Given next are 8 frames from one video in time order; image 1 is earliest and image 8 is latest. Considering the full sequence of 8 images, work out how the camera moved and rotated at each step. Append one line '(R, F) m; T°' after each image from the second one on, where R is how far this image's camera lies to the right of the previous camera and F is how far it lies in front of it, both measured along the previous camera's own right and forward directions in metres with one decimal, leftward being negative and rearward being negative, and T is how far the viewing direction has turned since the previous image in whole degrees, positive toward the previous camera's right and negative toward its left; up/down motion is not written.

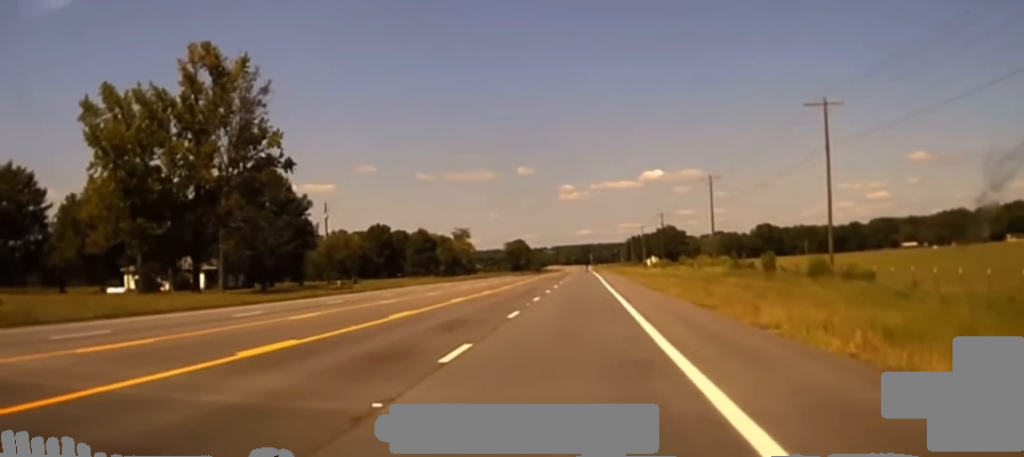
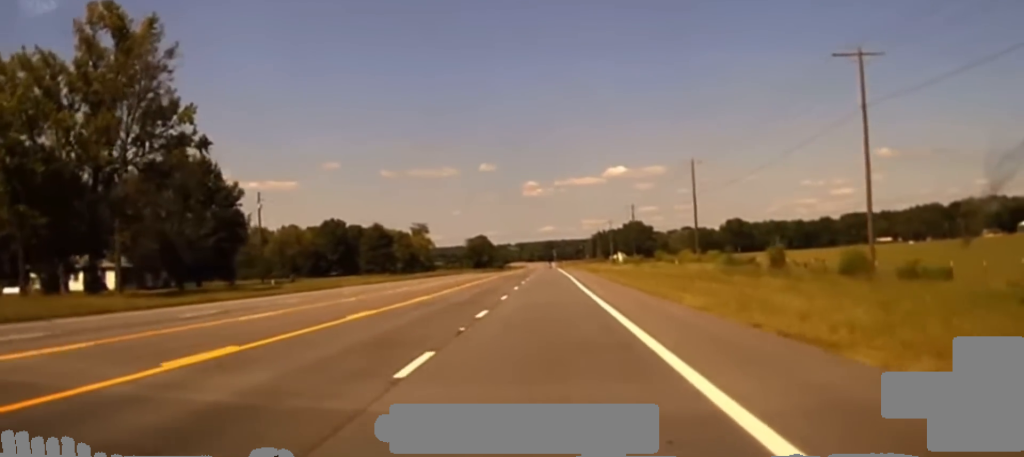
(+0.7, +14.6) m; +2°
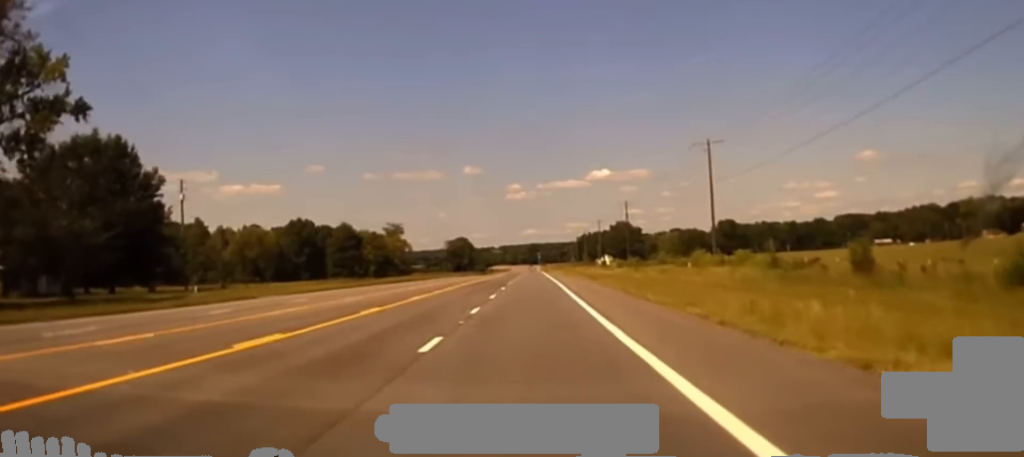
(-0.1, +18.0) m; 0°
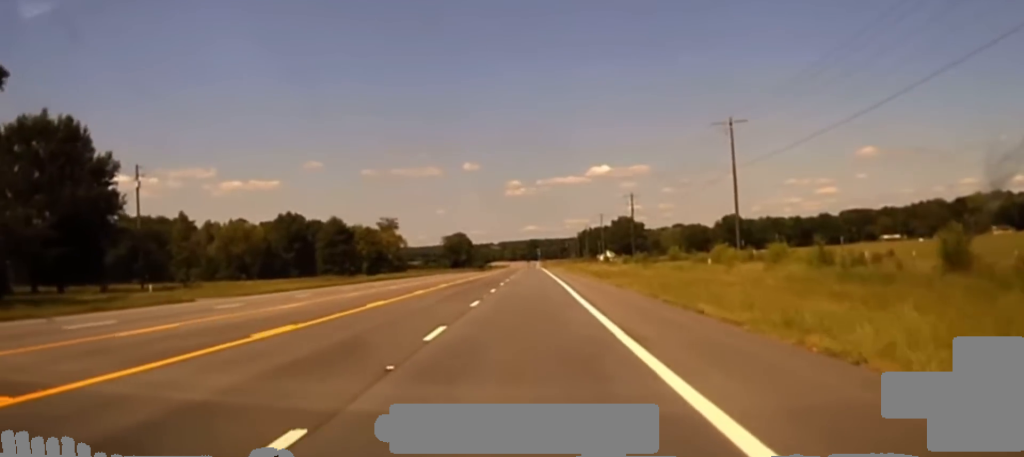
(0.0, +9.7) m; 0°
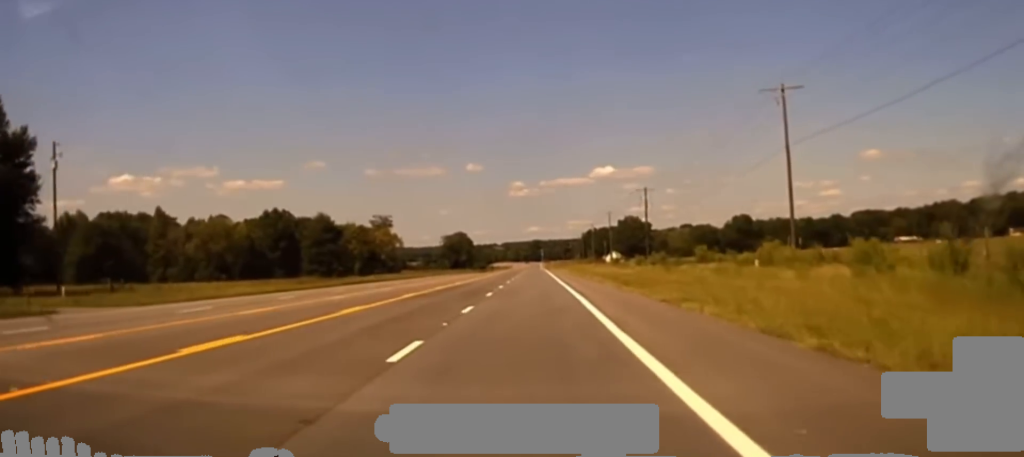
(+0.1, +14.4) m; 0°
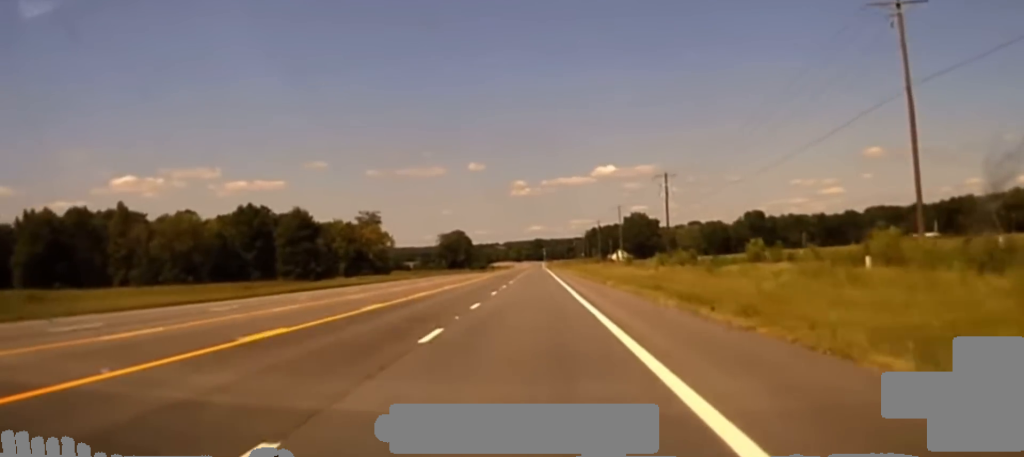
(+0.1, +21.1) m; 0°
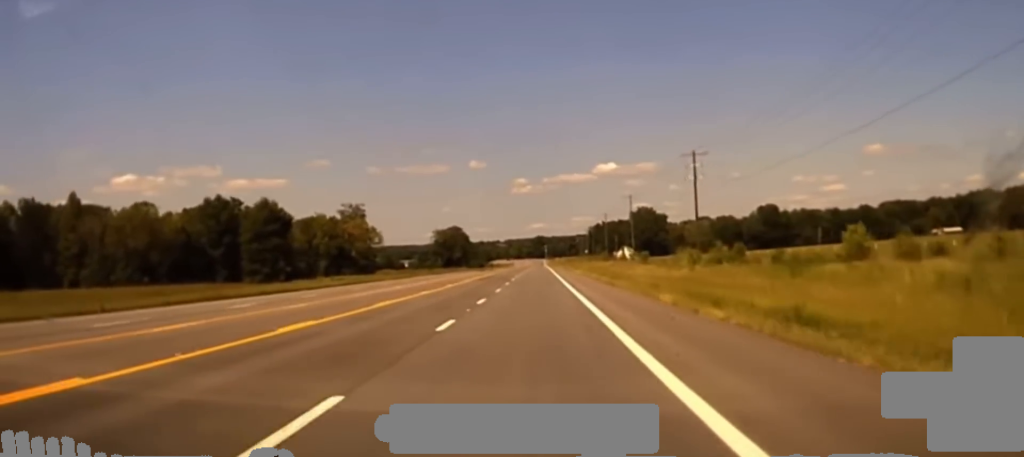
(-0.1, +23.7) m; 0°
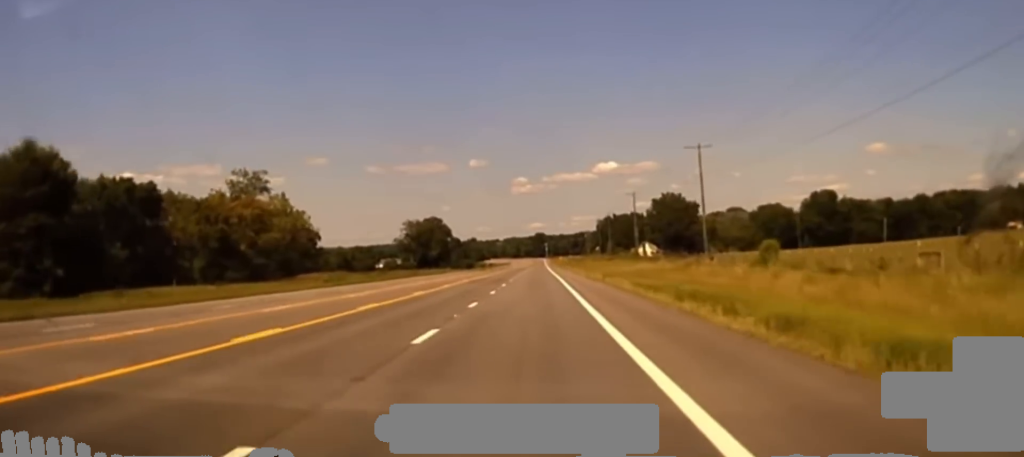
(+0.1, +84.7) m; 0°
